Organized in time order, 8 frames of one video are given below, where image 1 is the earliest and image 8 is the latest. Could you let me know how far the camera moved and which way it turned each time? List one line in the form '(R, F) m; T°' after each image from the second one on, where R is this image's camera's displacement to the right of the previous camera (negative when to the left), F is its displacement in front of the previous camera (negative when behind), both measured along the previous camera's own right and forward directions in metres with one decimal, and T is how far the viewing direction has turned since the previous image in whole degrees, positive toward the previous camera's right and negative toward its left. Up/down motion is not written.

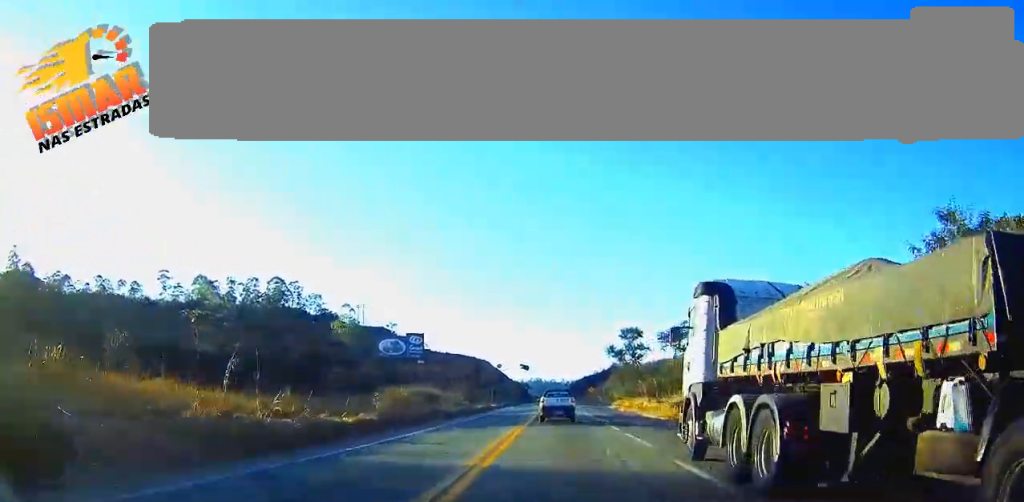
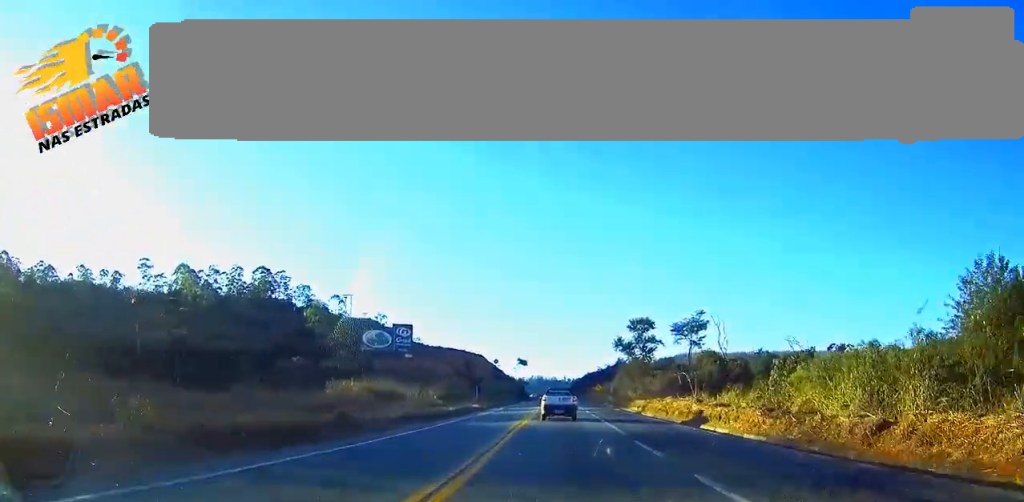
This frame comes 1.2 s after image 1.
(+0.1, +18.3) m; 0°
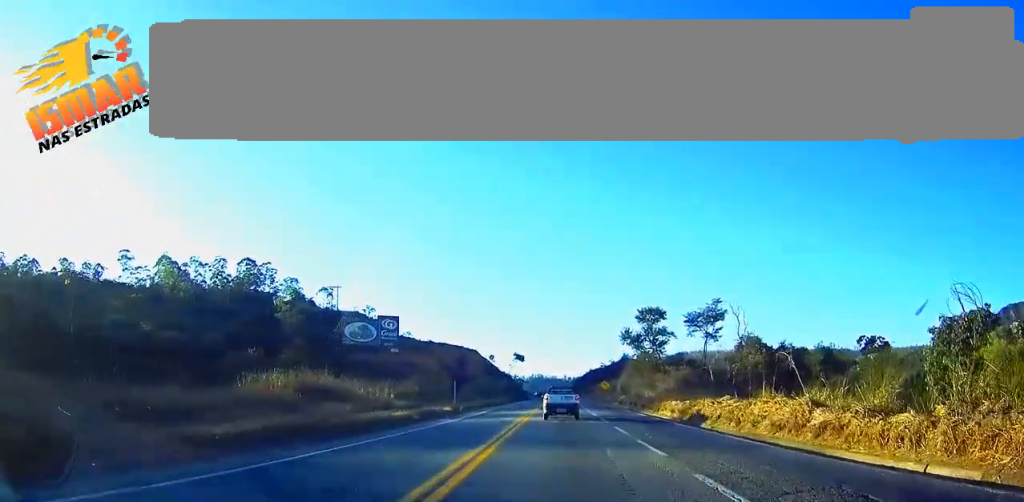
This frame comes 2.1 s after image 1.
(0.0, +16.0) m; 0°
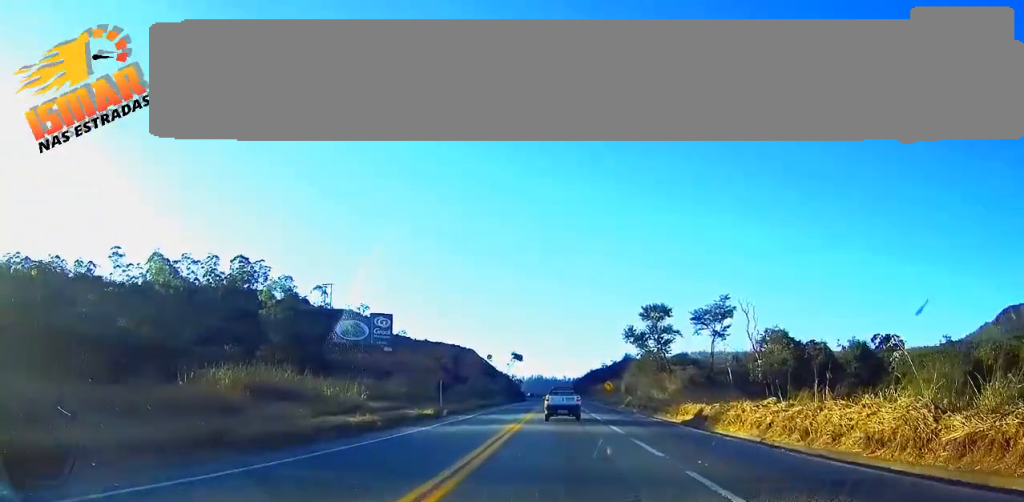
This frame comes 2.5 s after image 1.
(0.0, +6.7) m; 0°
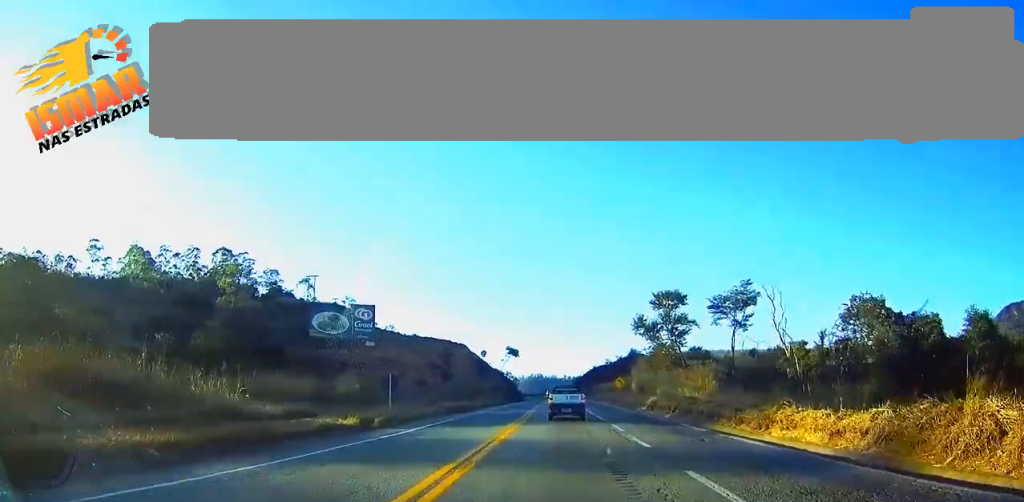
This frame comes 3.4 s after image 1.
(0.0, +15.7) m; 0°
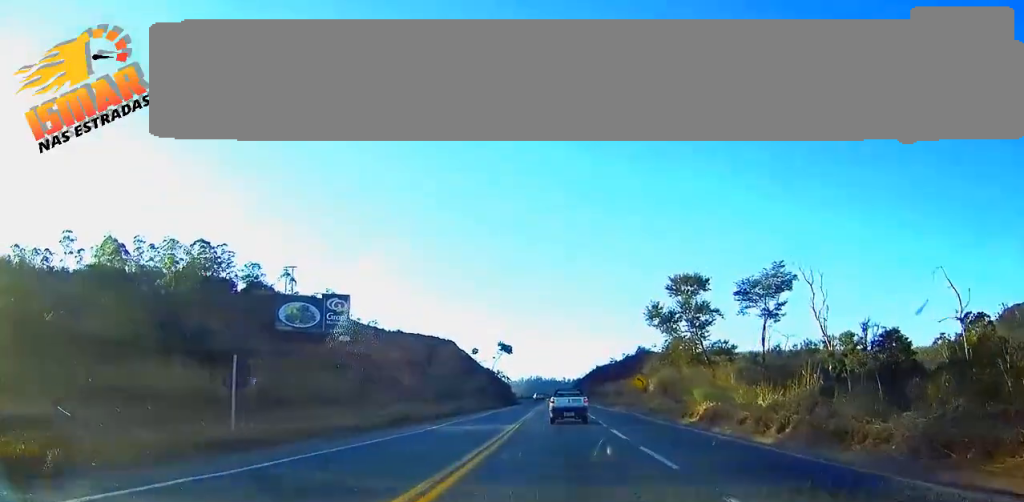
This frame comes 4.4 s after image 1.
(0.0, +18.0) m; 0°
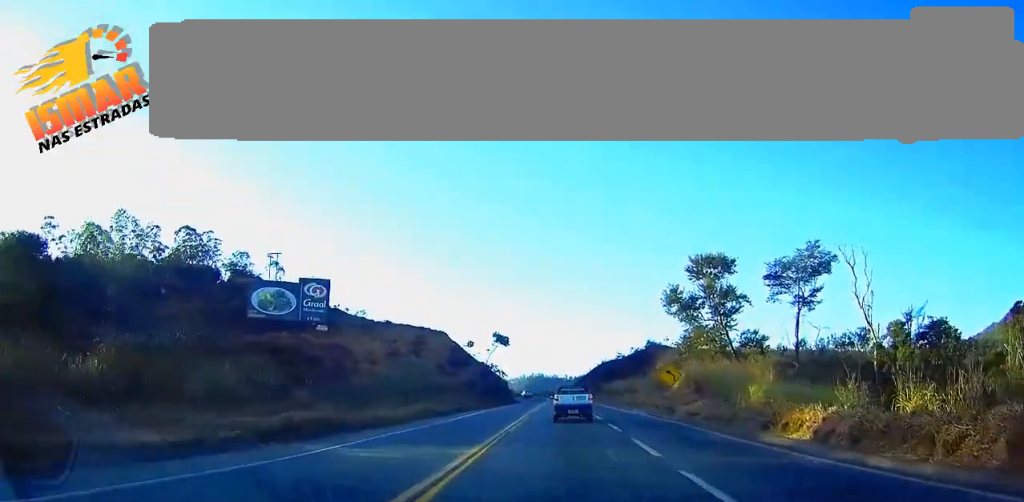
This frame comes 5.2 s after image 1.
(0.0, +13.9) m; 0°
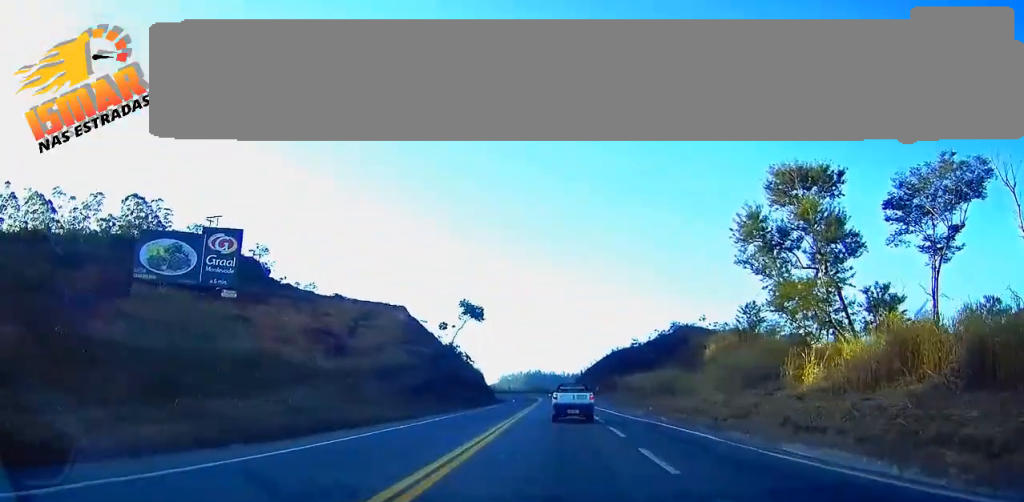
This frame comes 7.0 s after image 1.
(+0.1, +36.5) m; 0°
